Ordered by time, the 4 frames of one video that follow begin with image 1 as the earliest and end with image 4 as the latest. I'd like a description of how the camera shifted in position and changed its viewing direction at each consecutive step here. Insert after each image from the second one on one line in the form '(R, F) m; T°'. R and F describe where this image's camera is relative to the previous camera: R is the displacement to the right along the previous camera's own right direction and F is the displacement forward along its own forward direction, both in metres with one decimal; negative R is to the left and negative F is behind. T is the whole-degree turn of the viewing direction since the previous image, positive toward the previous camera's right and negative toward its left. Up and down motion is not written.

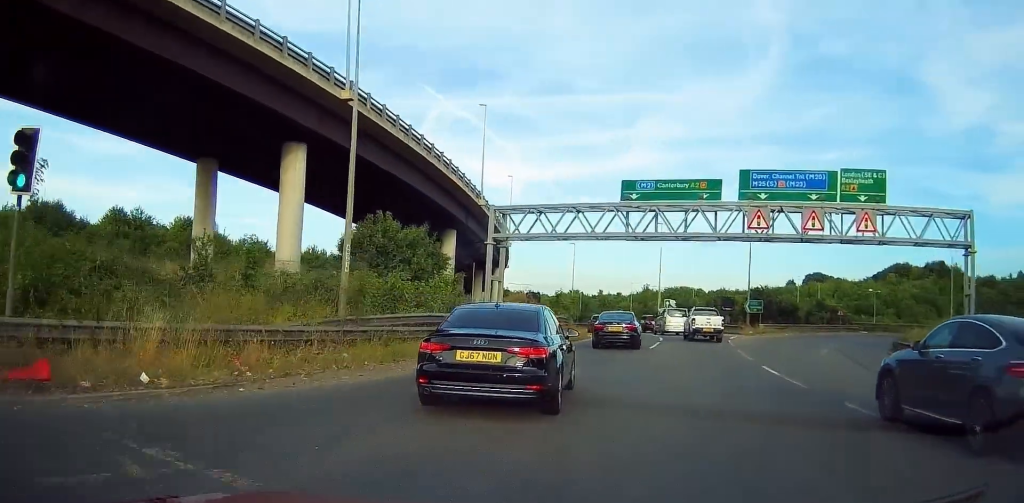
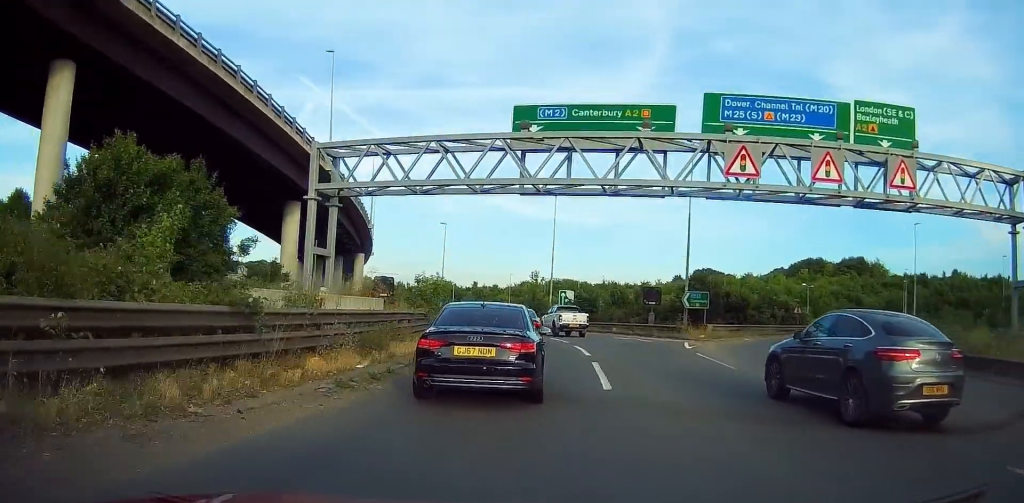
(+2.1, +15.5) m; +10°
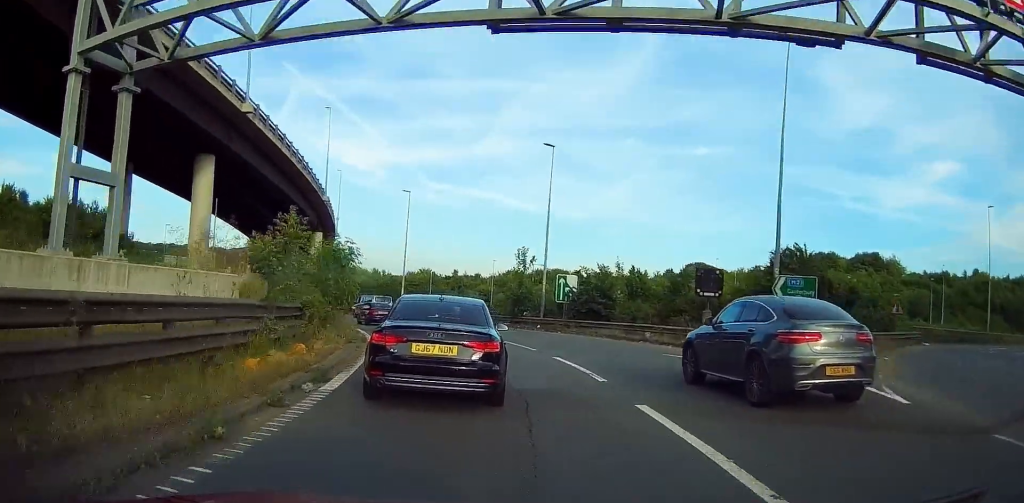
(+0.3, +16.6) m; -2°
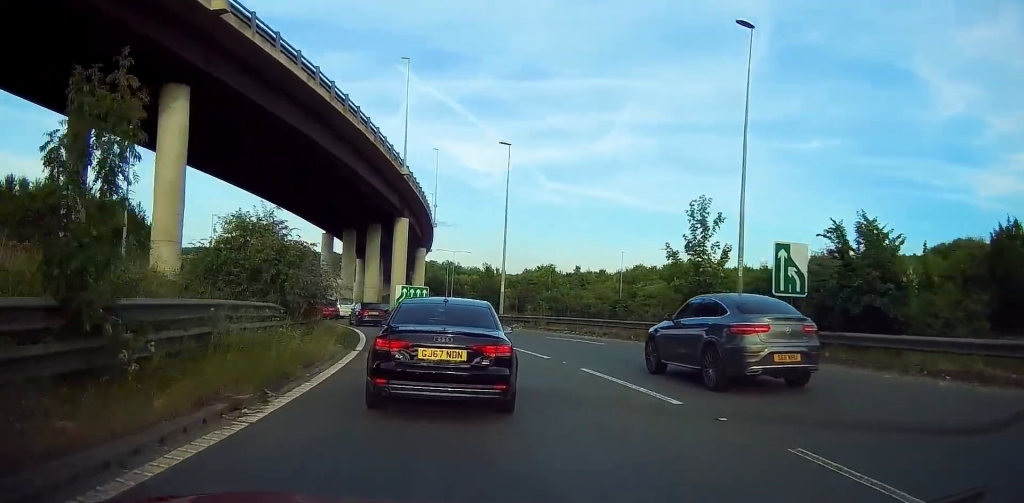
(-1.2, +20.0) m; -8°
